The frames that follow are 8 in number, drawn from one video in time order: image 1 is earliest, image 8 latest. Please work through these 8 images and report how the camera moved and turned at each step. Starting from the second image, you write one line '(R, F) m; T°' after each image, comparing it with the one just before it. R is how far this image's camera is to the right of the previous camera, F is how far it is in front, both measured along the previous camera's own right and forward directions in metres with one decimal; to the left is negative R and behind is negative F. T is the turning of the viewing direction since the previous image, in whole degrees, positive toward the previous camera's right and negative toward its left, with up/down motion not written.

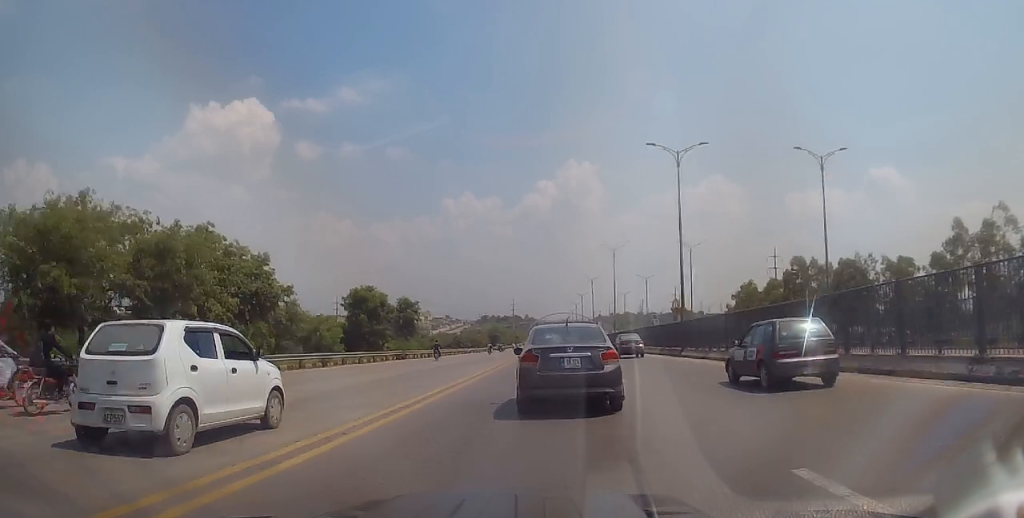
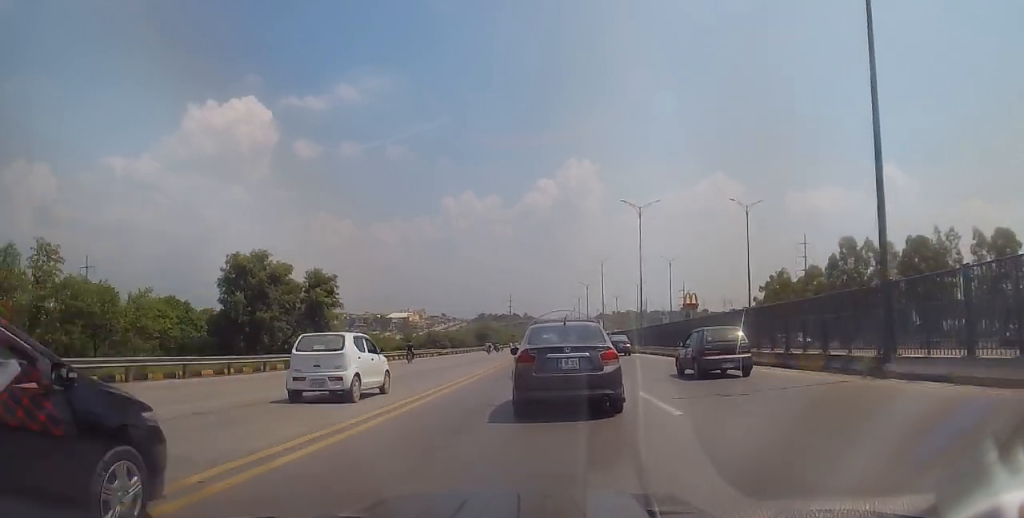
(-0.1, +23.3) m; +1°
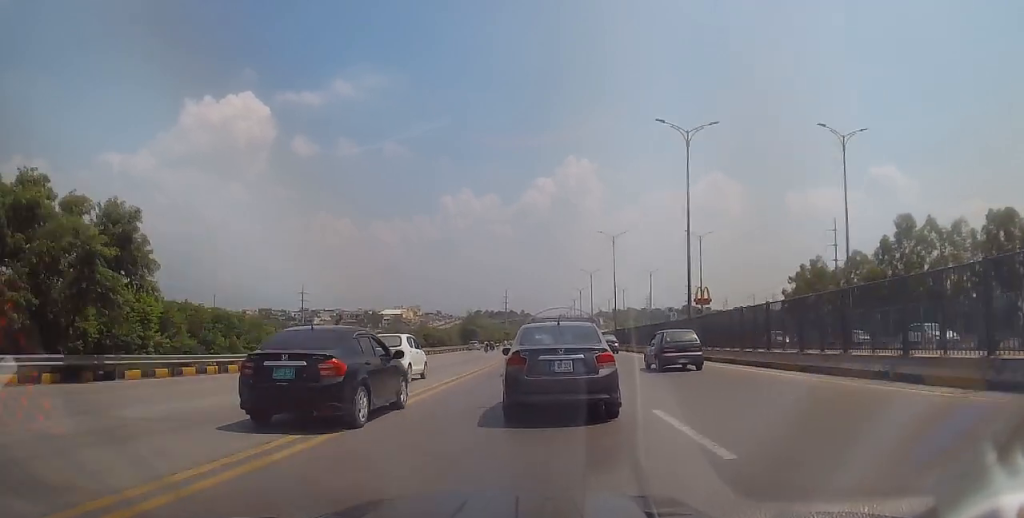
(+0.3, +19.5) m; 0°
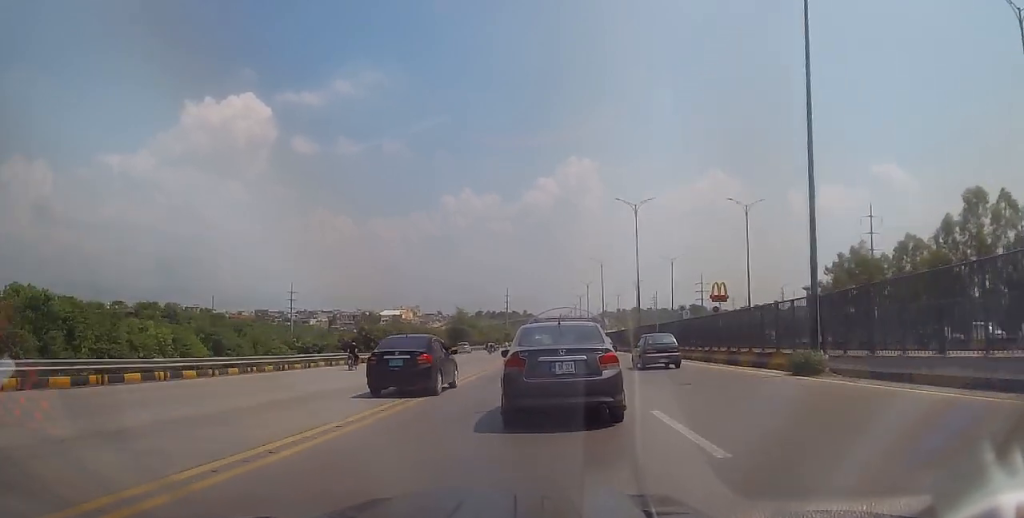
(-0.2, +16.0) m; 0°
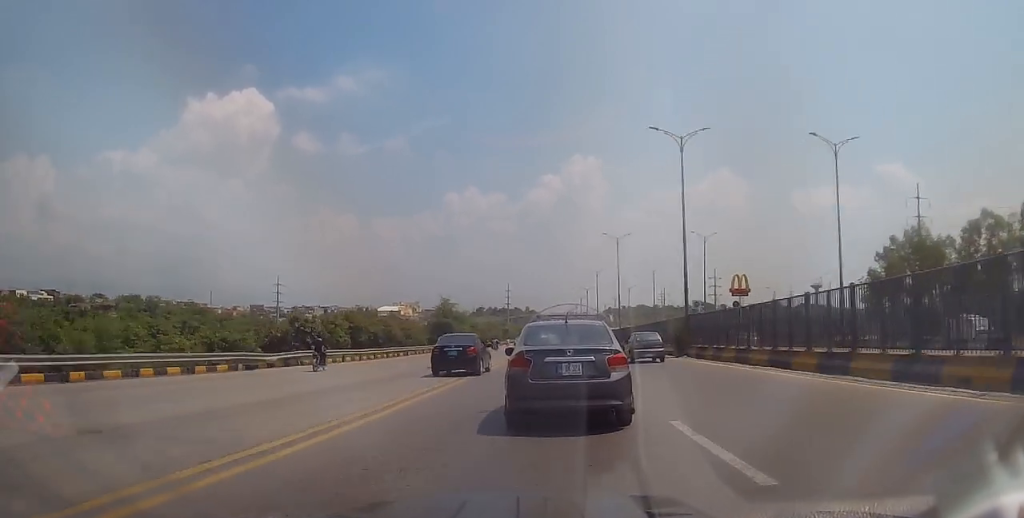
(+0.2, +17.3) m; +1°
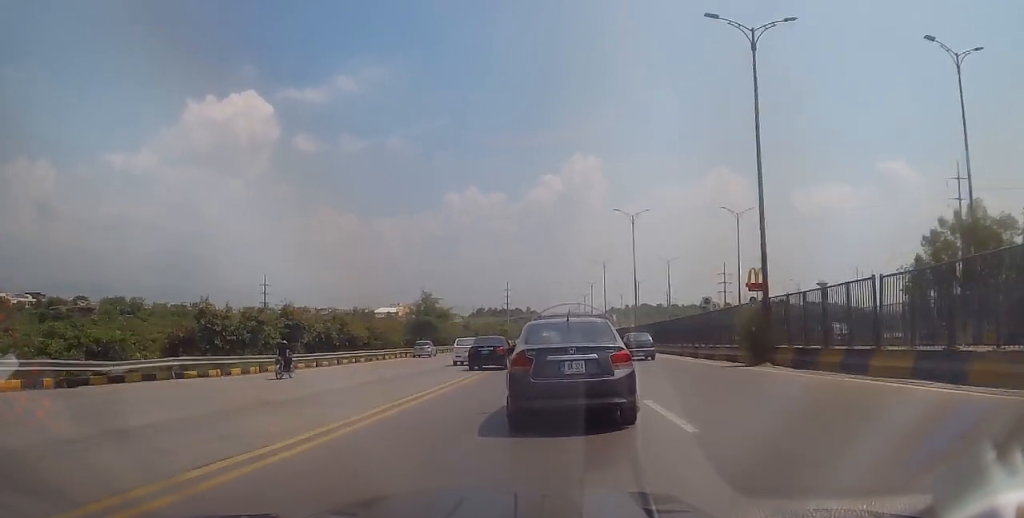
(0.0, +13.3) m; -1°
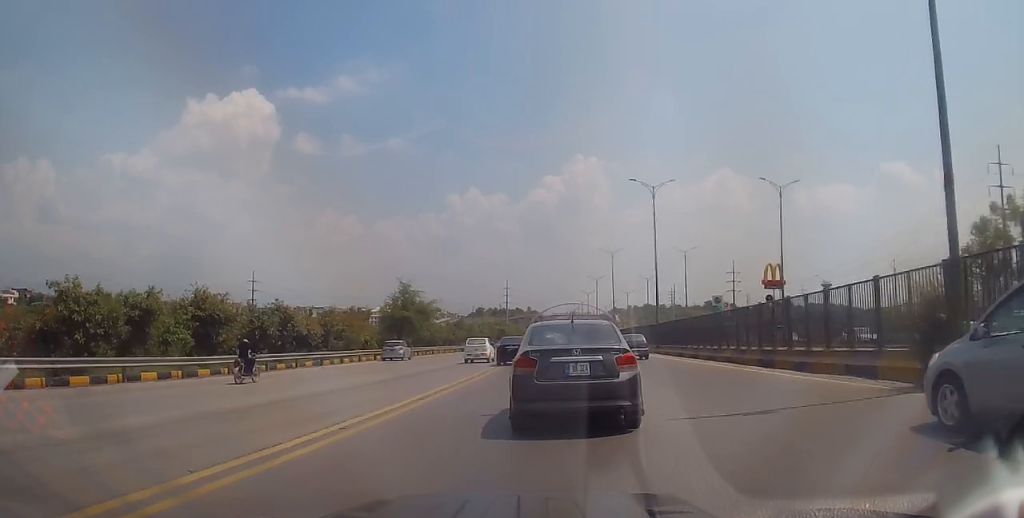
(-0.1, +11.0) m; 0°
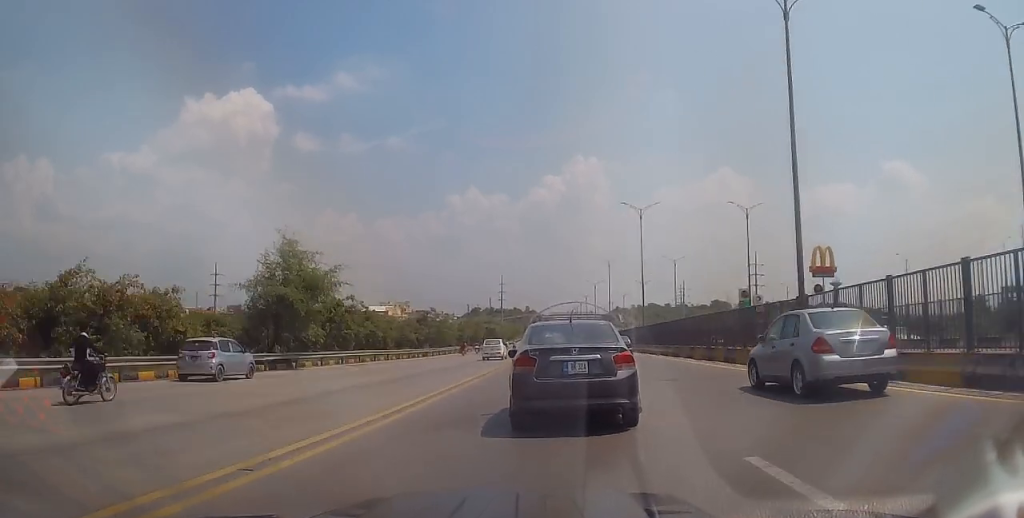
(+0.4, +27.1) m; 0°
